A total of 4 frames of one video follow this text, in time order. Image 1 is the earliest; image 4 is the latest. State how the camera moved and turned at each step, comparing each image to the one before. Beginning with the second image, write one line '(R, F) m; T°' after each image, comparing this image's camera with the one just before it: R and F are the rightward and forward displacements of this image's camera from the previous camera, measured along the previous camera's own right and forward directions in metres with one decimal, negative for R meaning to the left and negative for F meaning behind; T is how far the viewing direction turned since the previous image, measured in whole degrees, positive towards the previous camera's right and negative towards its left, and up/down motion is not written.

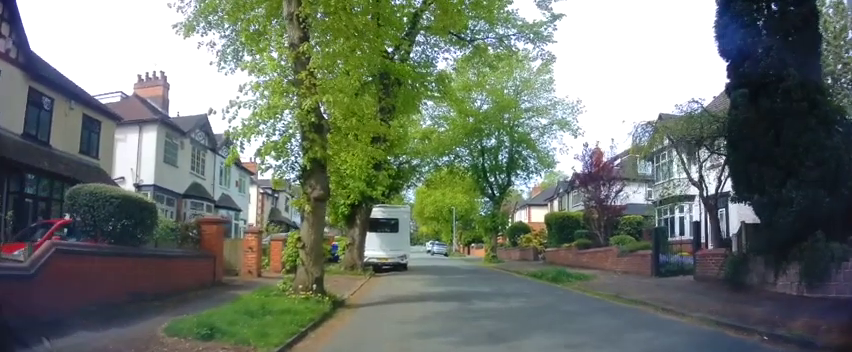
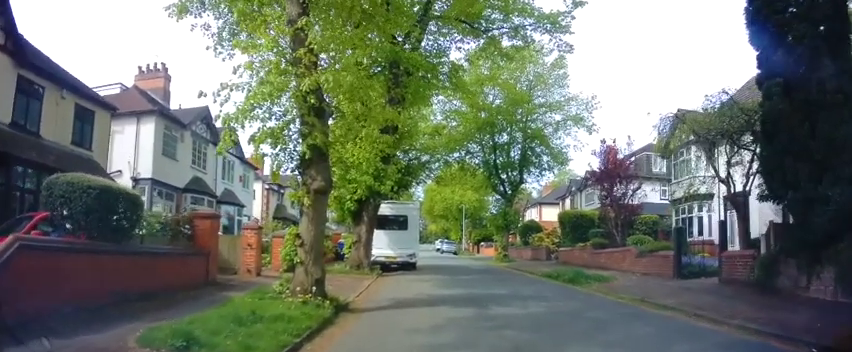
(-0.1, +1.0) m; -1°
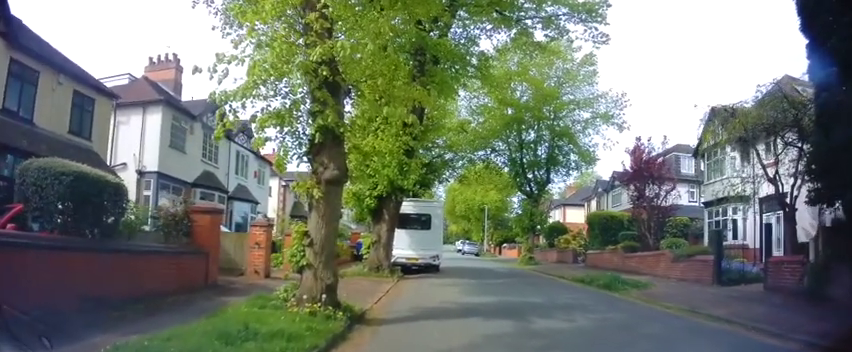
(-0.5, +1.1) m; 0°
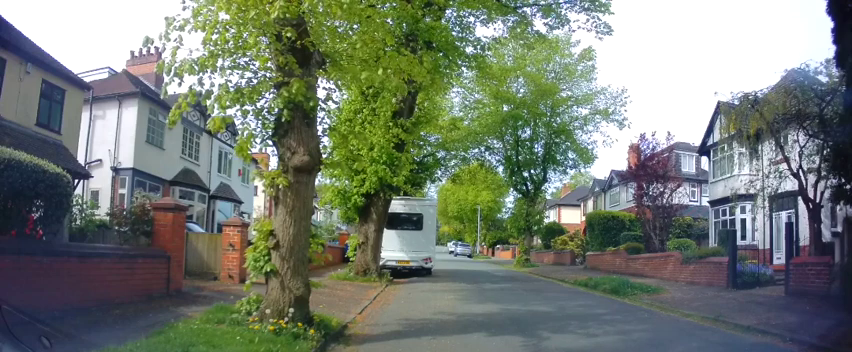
(-0.1, +1.0) m; 0°
